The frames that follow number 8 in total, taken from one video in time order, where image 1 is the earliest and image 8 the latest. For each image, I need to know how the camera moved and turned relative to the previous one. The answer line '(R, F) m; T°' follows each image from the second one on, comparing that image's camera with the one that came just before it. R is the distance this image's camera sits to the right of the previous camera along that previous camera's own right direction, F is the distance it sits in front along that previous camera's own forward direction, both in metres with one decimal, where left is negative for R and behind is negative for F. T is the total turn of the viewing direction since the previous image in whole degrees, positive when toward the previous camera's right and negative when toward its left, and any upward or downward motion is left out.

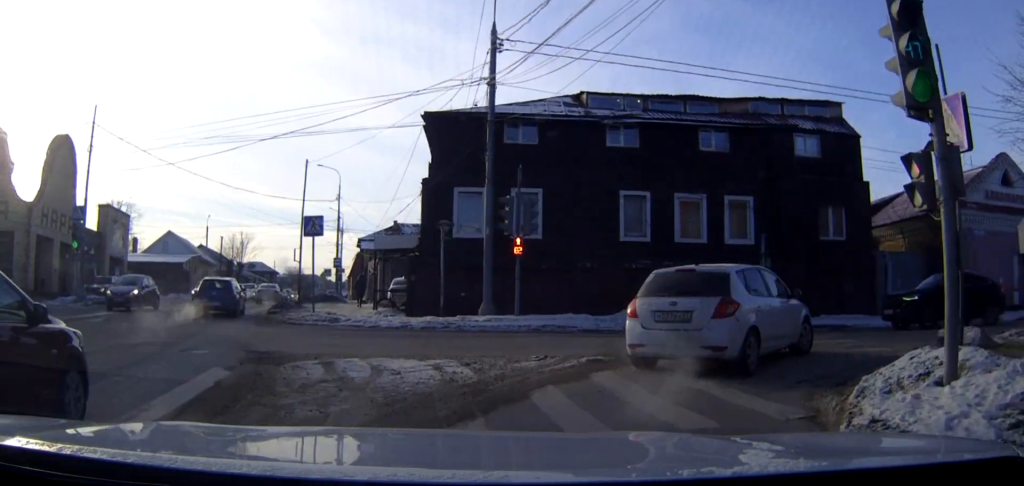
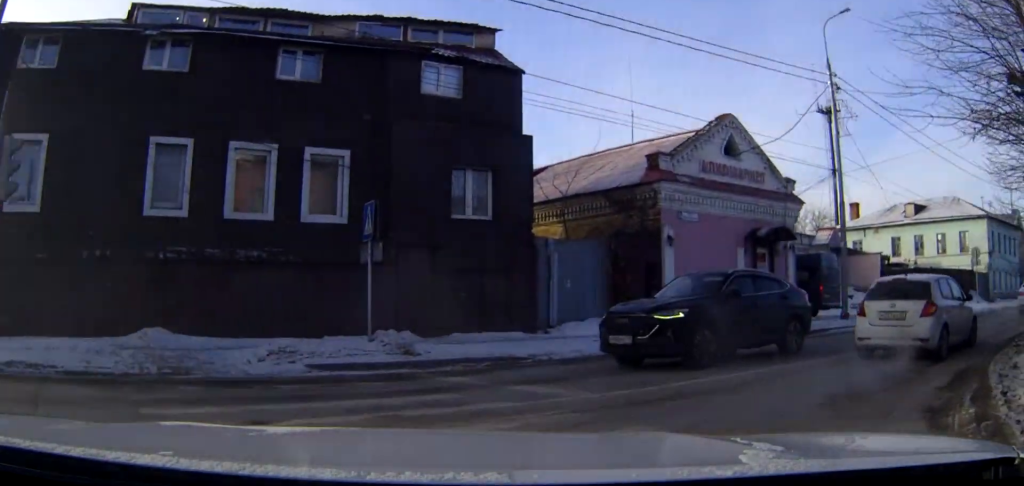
(+1.5, +10.0) m; +26°
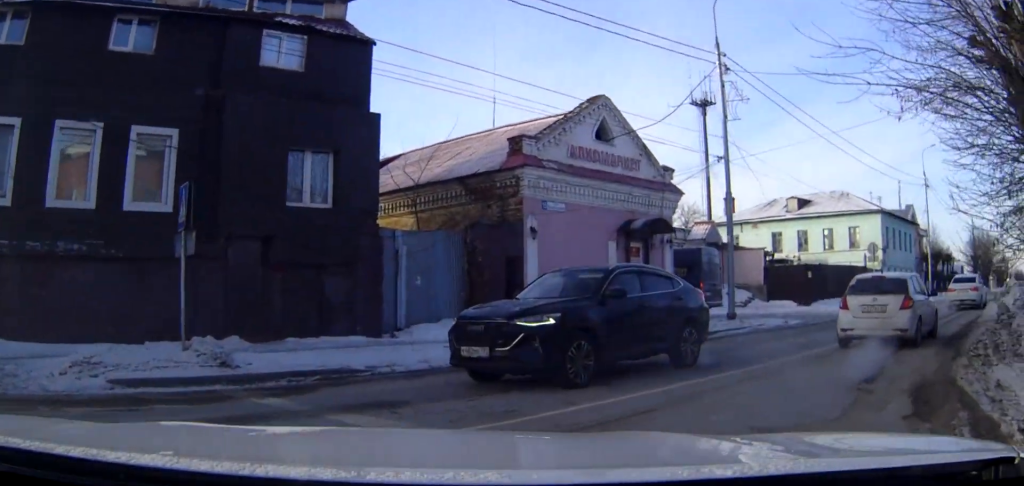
(+0.2, +2.4) m; +12°
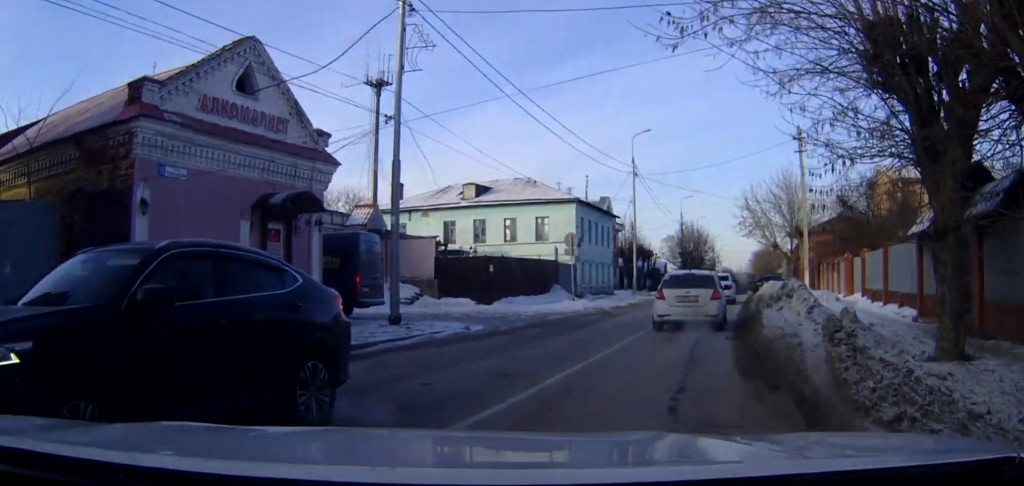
(+1.1, +4.9) m; +25°
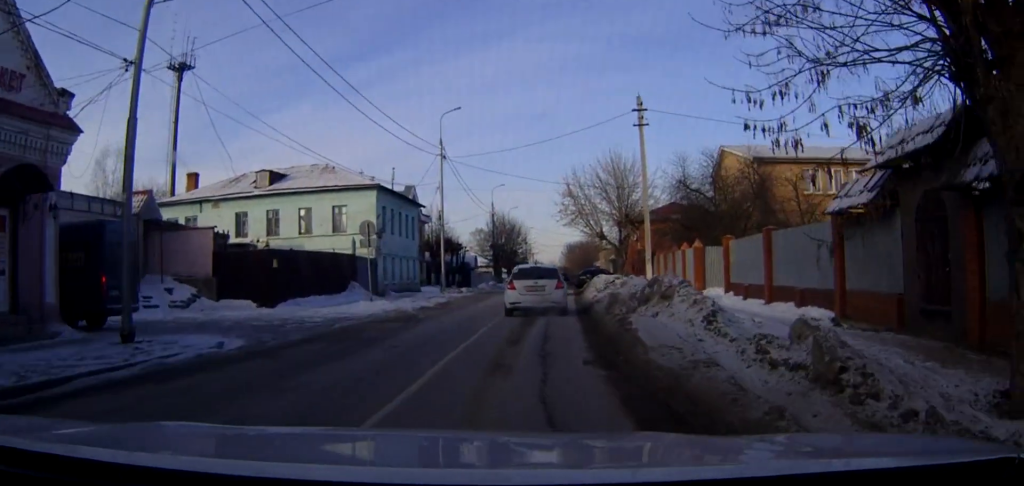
(+0.9, +4.7) m; +14°
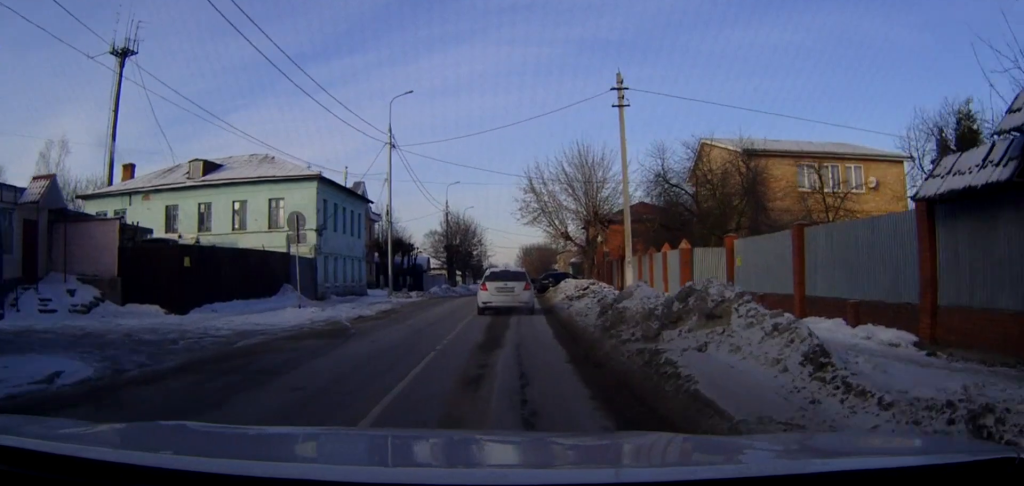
(+0.3, +4.4) m; +5°
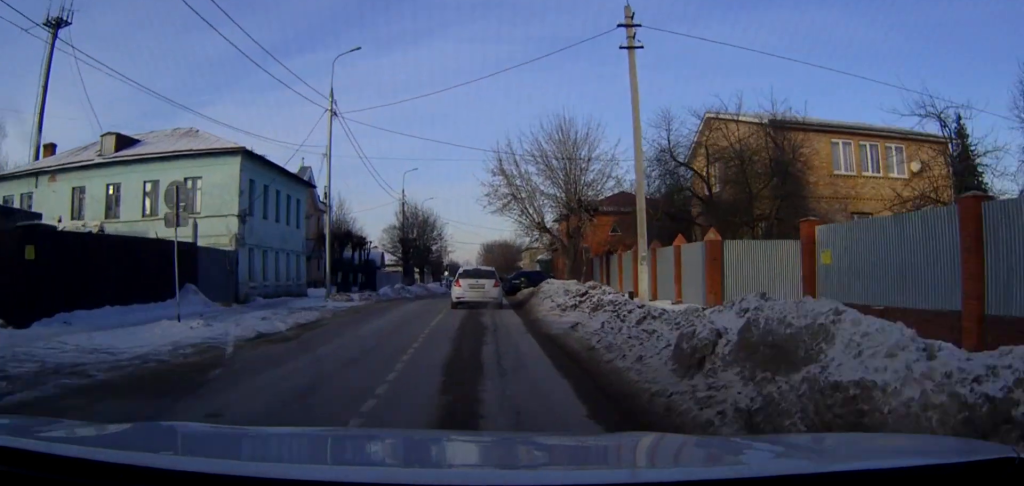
(+0.3, +6.8) m; +5°
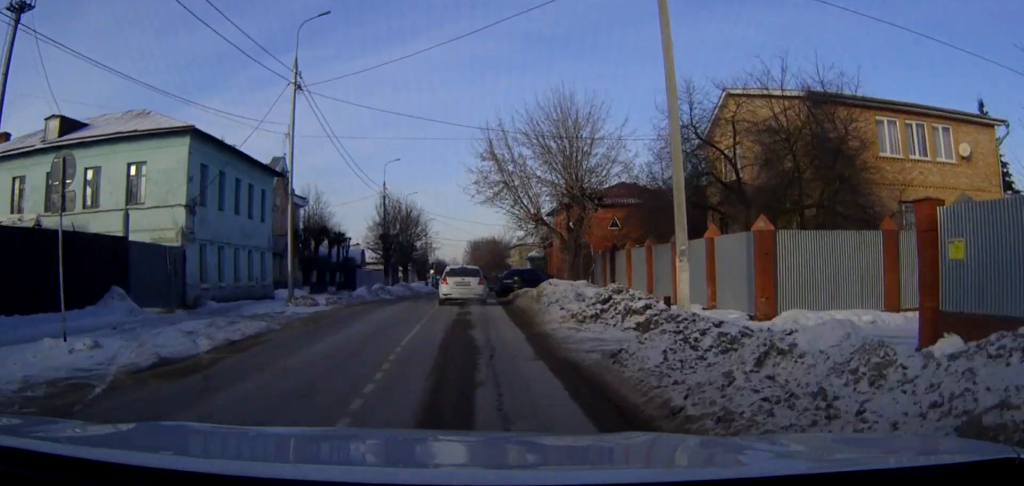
(+0.1, +4.6) m; +3°
